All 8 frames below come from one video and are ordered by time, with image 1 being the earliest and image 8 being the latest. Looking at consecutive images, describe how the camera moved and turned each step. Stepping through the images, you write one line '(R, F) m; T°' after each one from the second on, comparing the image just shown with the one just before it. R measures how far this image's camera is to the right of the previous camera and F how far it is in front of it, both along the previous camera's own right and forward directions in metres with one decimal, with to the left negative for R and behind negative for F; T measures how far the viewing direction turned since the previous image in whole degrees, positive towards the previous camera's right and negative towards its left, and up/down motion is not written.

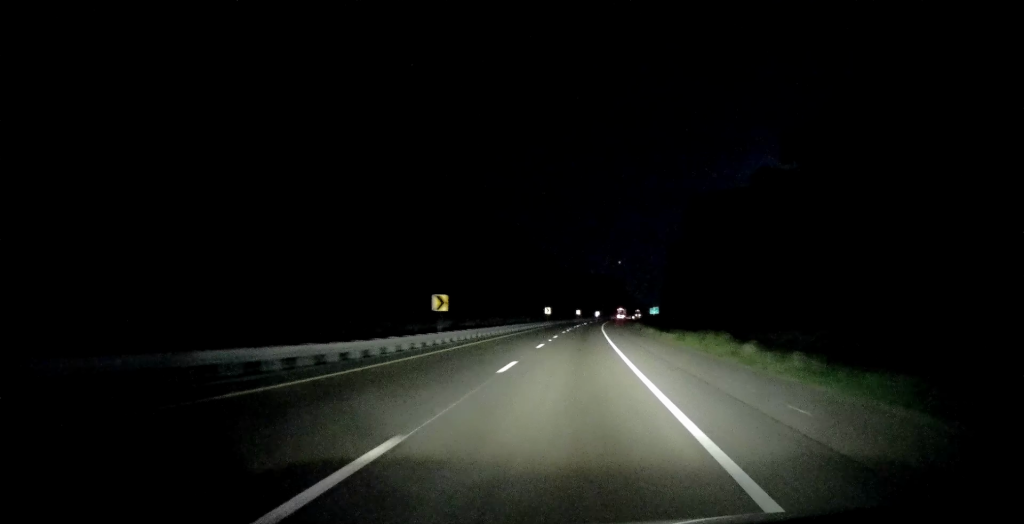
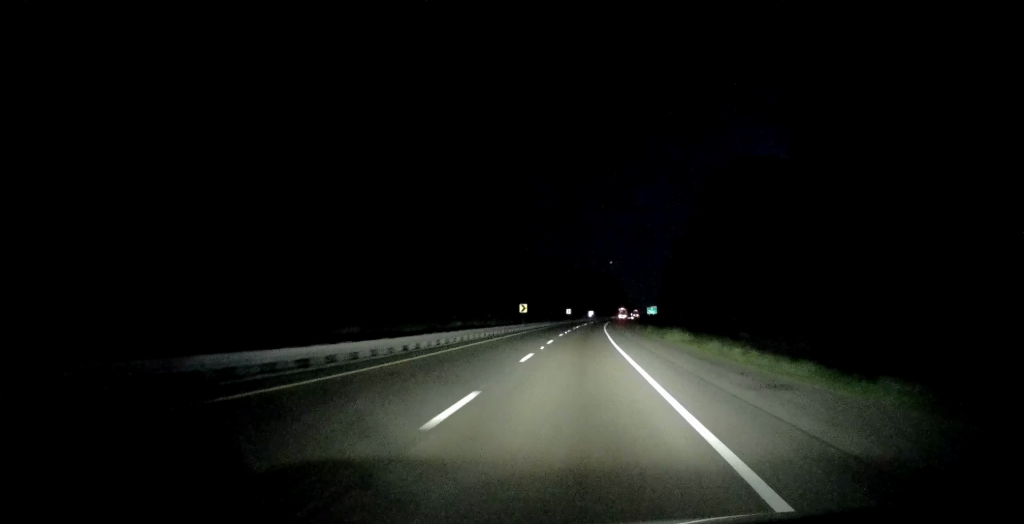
(0.0, +31.7) m; +1°
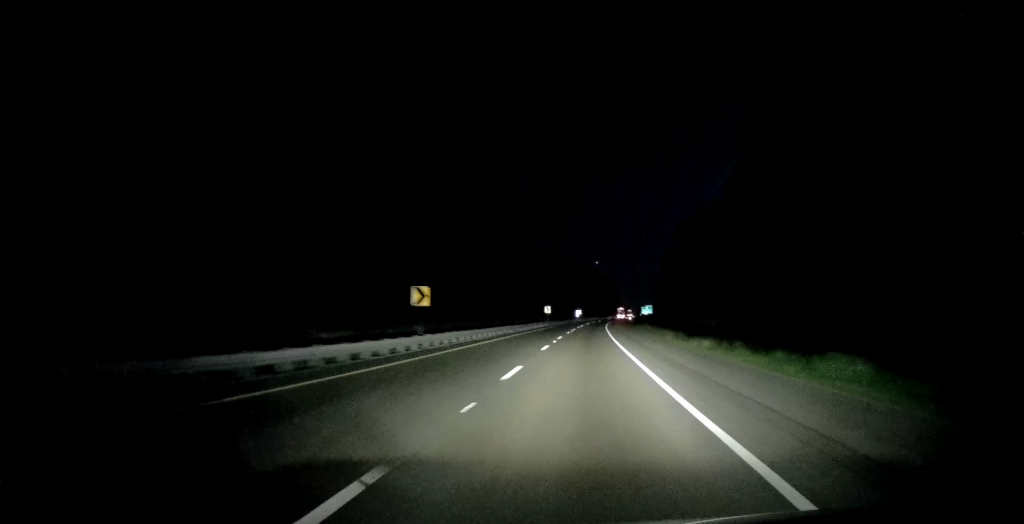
(+0.6, +41.8) m; +1°
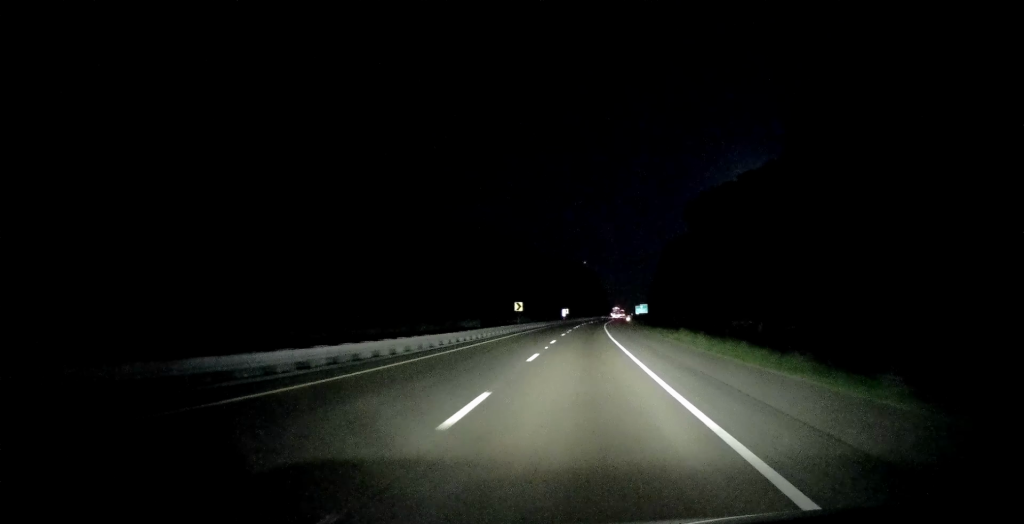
(0.0, +31.2) m; +1°
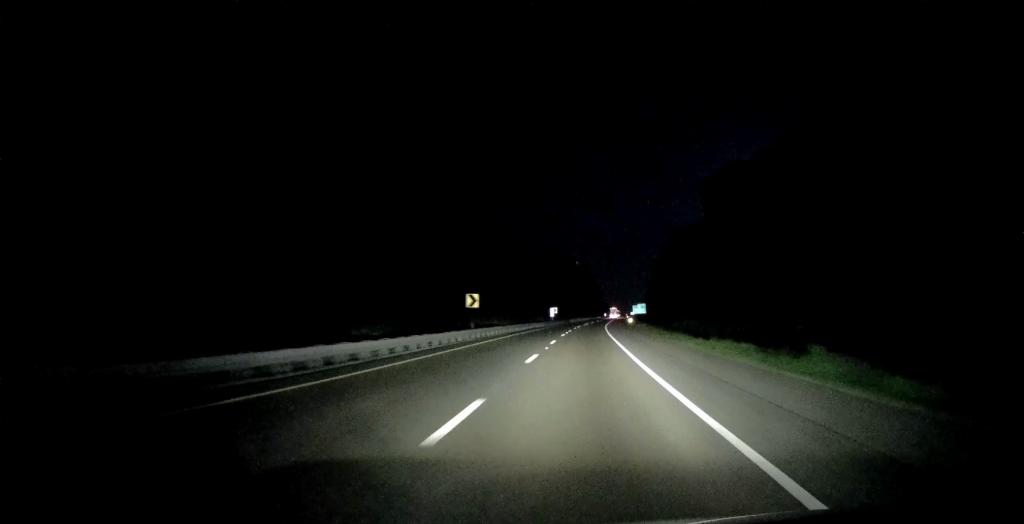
(+0.4, +24.9) m; +1°
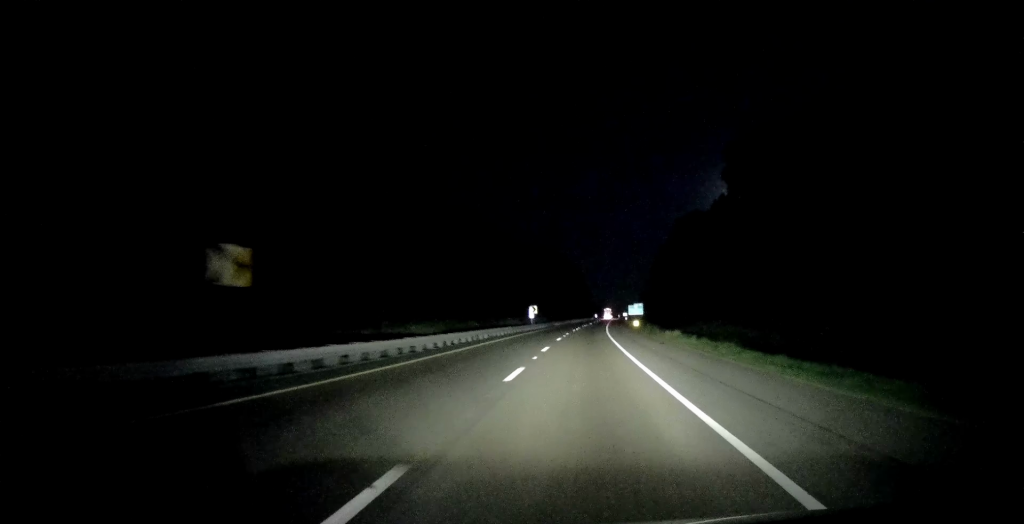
(+0.1, +28.9) m; 0°
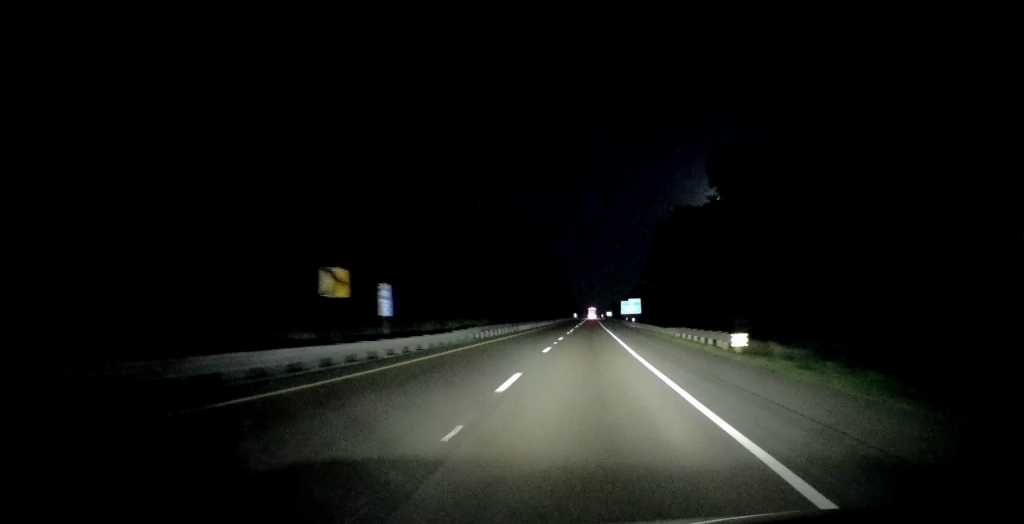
(+0.8, +62.0) m; +3°
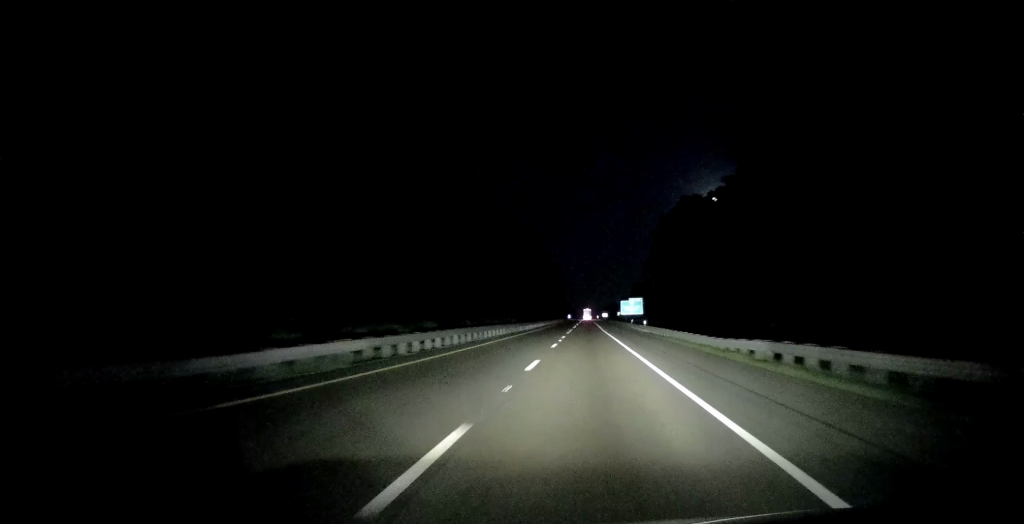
(+0.2, +19.7) m; +1°
